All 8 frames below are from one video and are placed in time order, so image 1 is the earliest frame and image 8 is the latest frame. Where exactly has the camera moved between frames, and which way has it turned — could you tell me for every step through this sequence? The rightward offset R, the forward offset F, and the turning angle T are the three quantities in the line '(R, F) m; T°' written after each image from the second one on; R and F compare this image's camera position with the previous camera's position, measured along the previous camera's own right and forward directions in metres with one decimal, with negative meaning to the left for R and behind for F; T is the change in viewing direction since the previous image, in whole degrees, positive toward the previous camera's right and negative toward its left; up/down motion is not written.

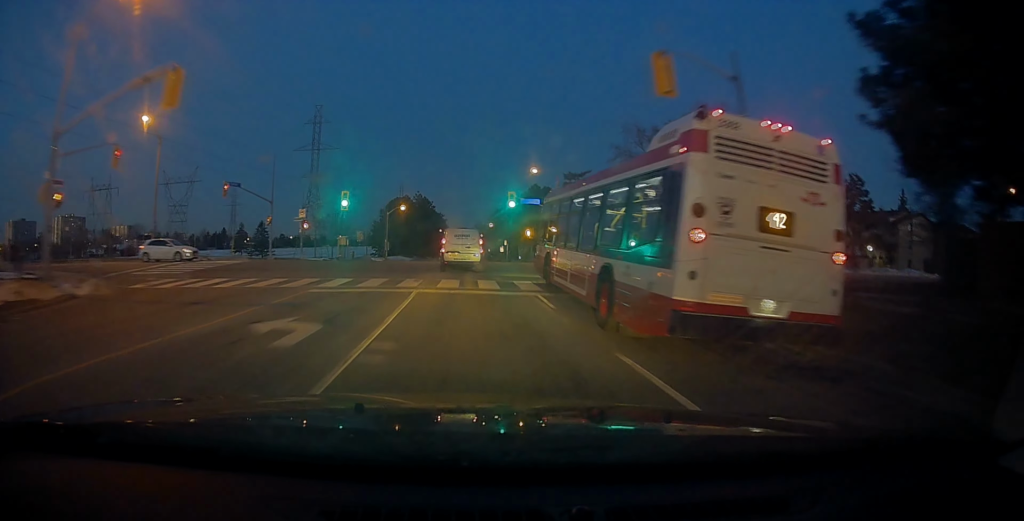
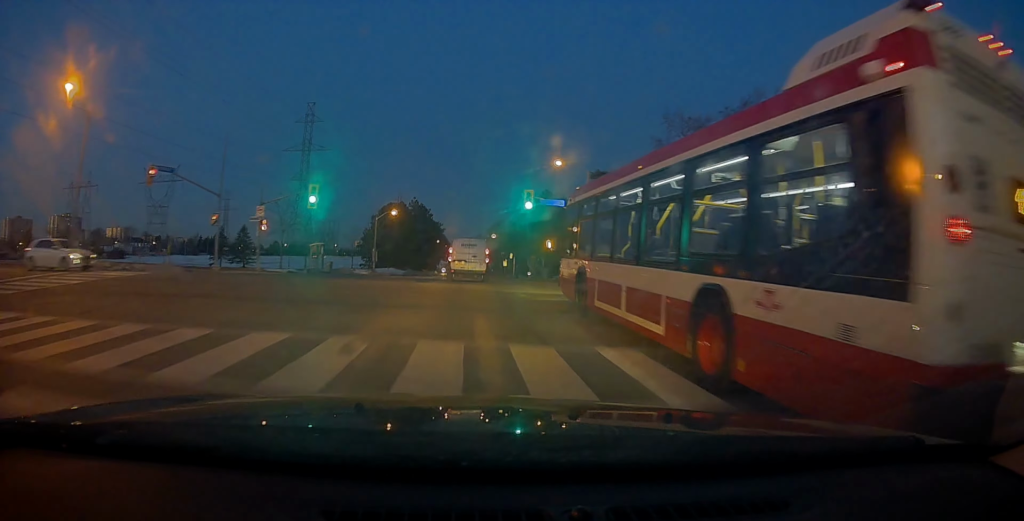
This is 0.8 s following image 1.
(+0.3, +11.6) m; +1°
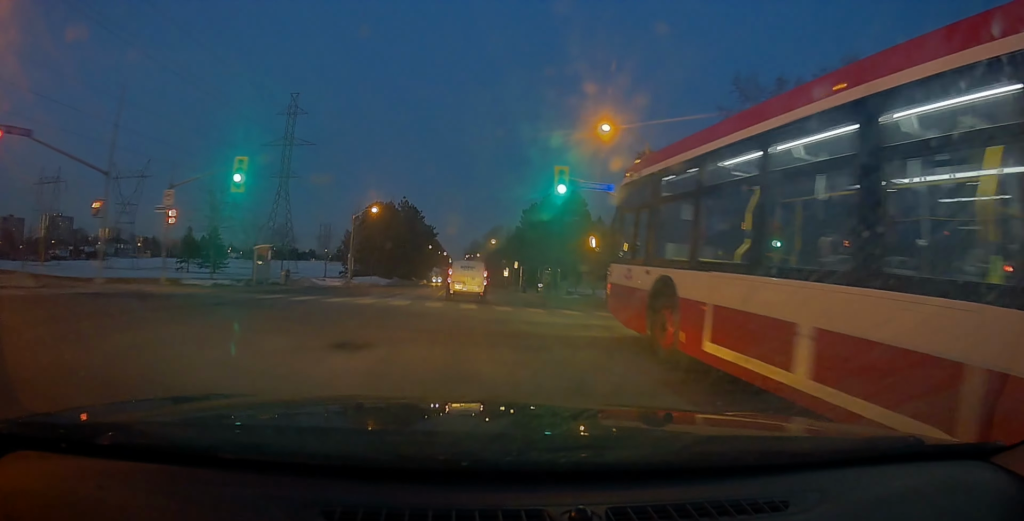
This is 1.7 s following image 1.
(+0.1, +13.6) m; +1°
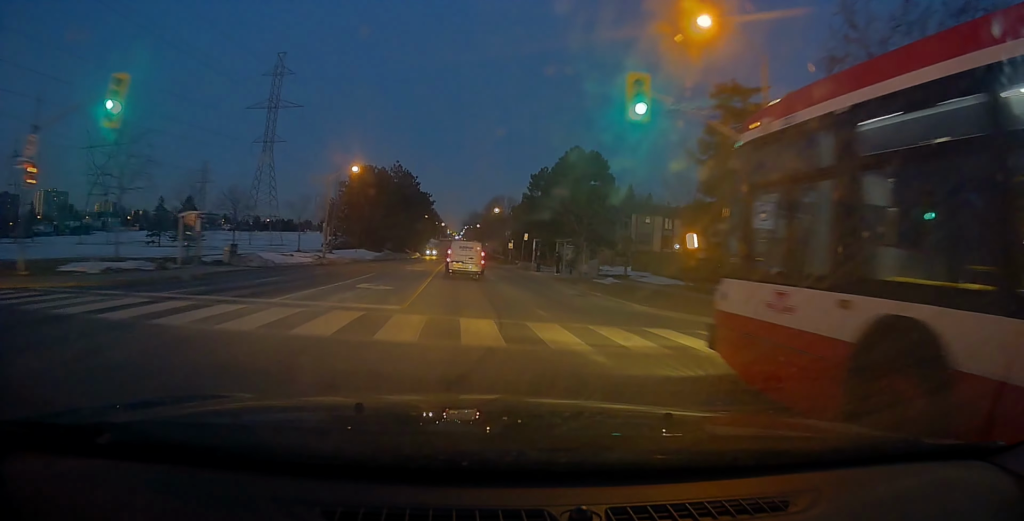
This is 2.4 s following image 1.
(0.0, +11.1) m; 0°
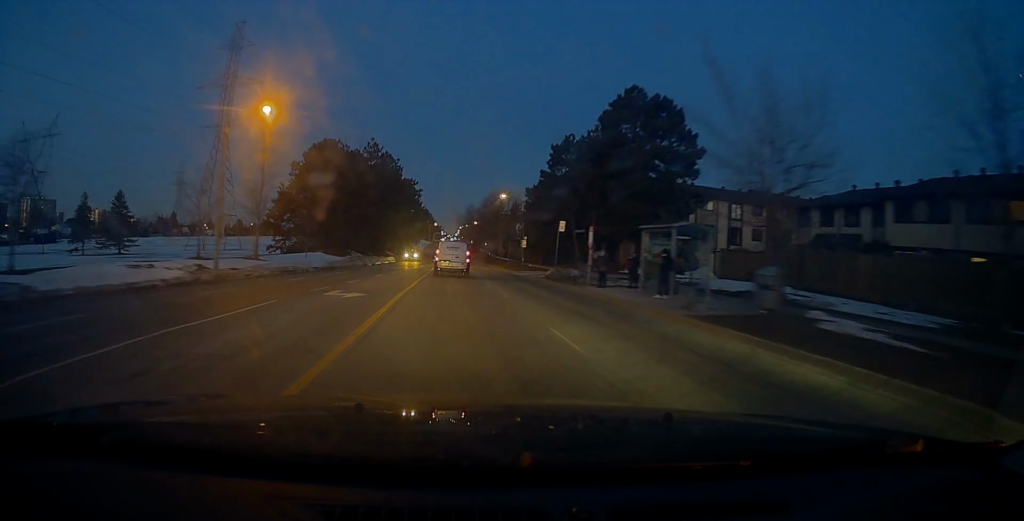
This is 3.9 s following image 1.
(0.0, +22.1) m; 0°
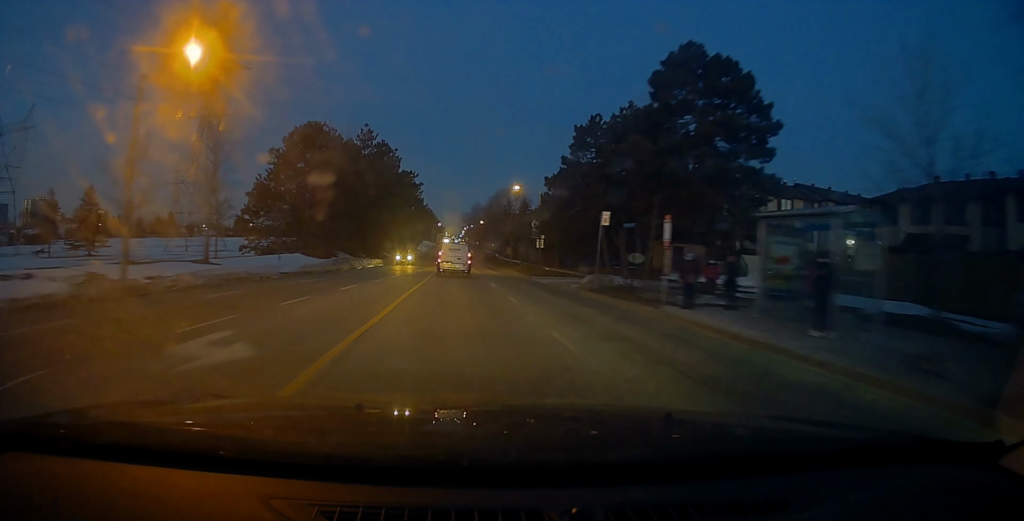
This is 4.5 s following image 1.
(0.0, +9.0) m; 0°
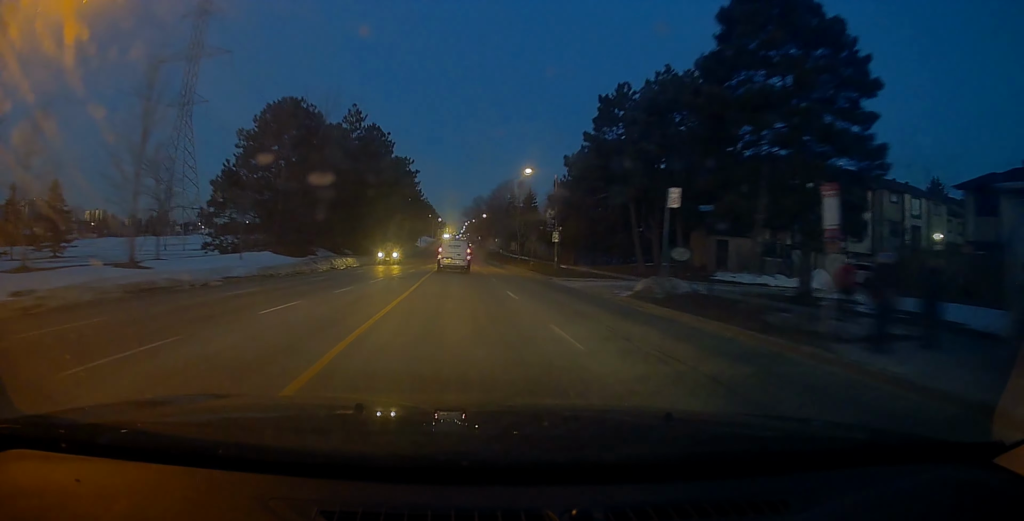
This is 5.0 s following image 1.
(-0.1, +8.0) m; 0°
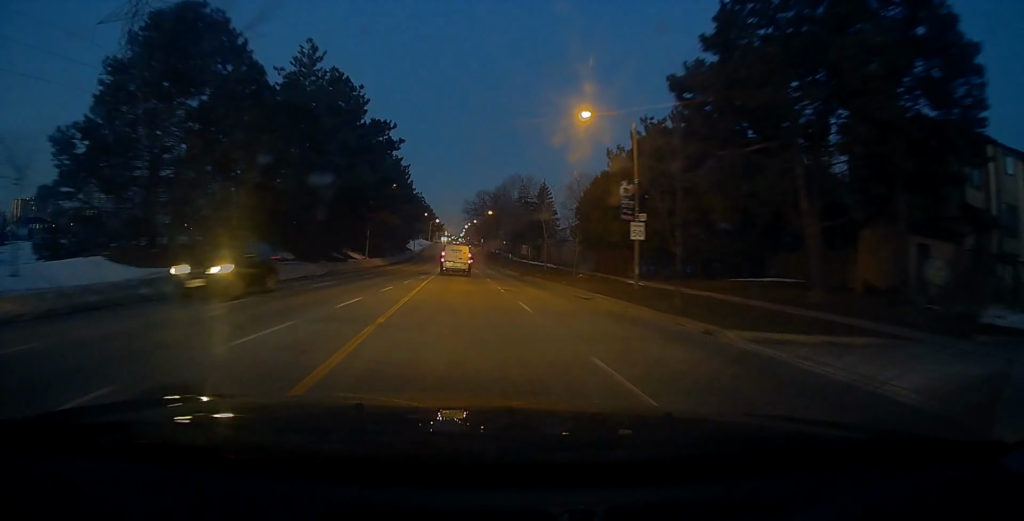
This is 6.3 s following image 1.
(+0.2, +19.7) m; -1°
